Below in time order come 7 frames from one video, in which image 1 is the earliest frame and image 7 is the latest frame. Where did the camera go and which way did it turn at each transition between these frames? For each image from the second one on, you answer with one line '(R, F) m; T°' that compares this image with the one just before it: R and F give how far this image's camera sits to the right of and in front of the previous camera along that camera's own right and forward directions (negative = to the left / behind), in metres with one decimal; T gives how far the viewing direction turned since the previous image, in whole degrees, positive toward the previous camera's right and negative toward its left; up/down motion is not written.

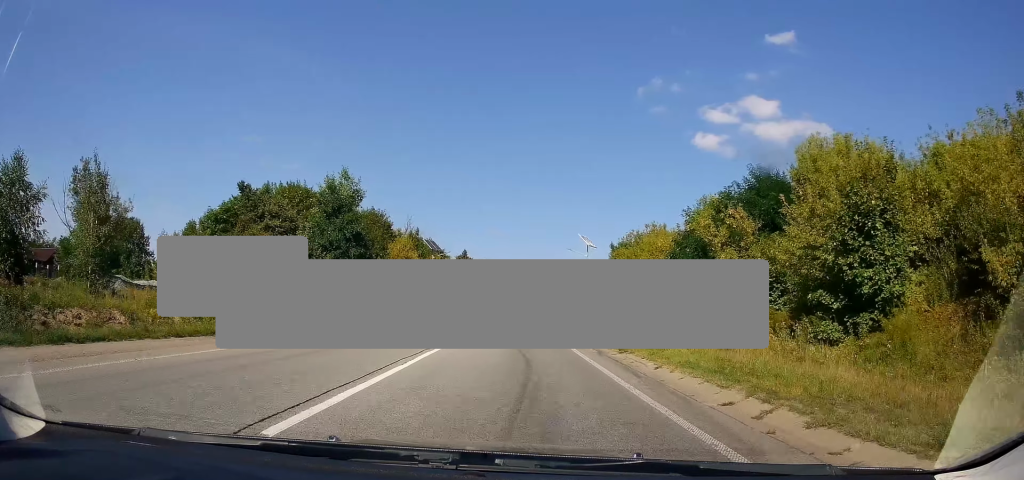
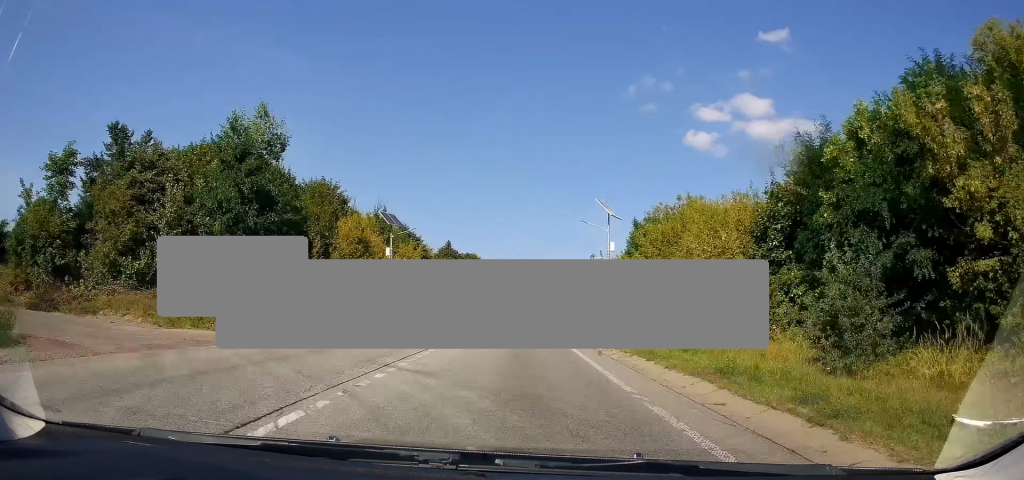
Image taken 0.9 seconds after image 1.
(+0.3, +17.6) m; +1°
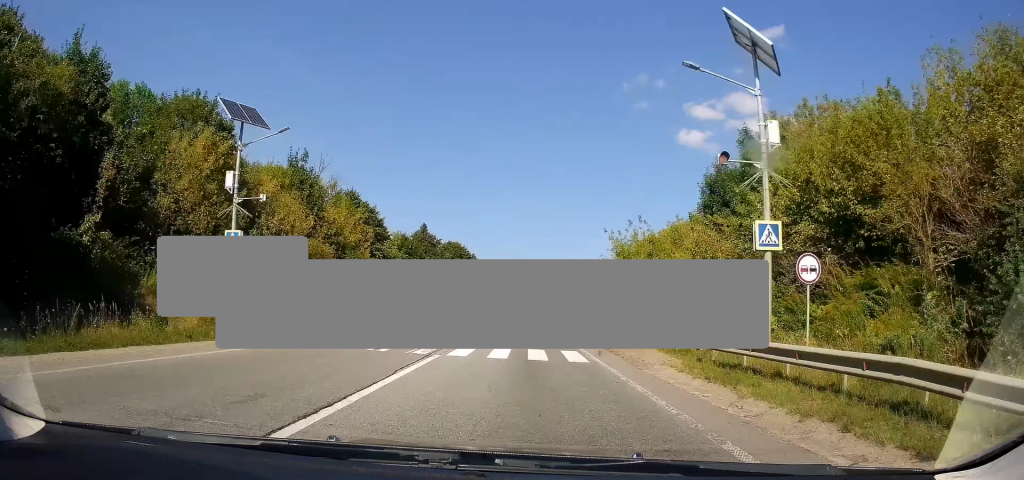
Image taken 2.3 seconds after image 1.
(+0.4, +26.7) m; +1°
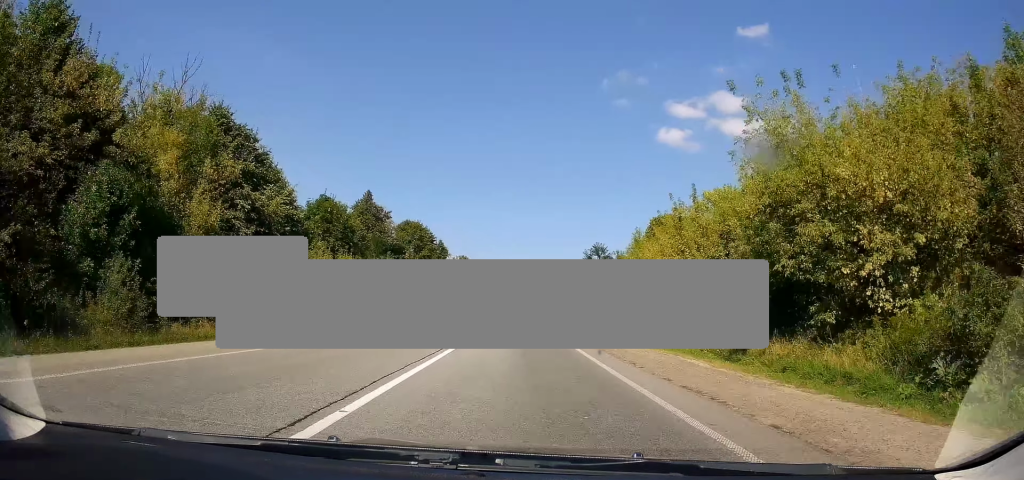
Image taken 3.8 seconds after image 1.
(0.0, +28.6) m; 0°
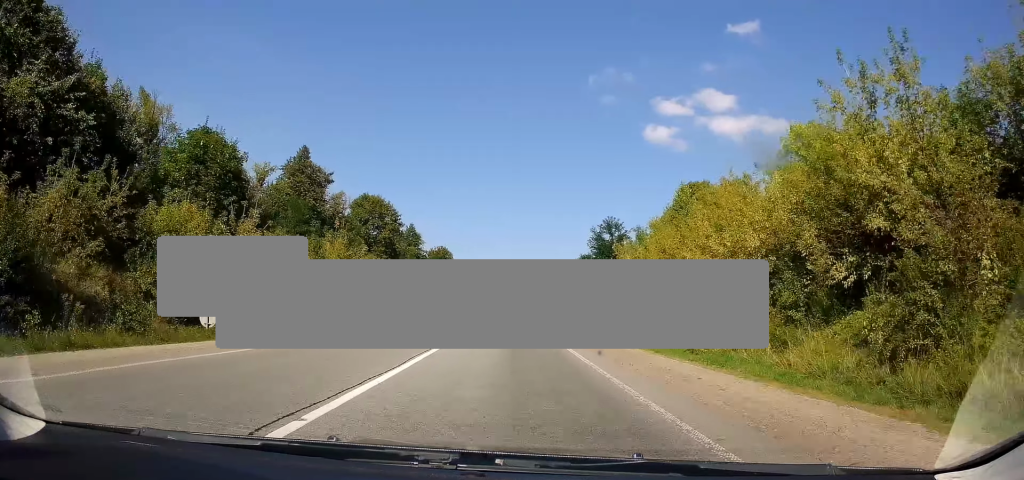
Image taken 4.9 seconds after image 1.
(+0.2, +22.3) m; +1°
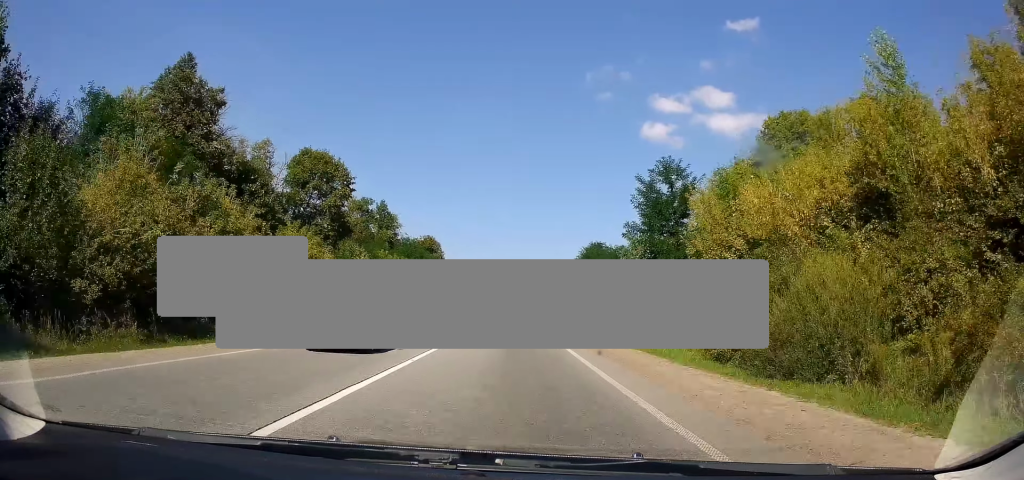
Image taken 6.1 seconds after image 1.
(+0.4, +24.4) m; +2°
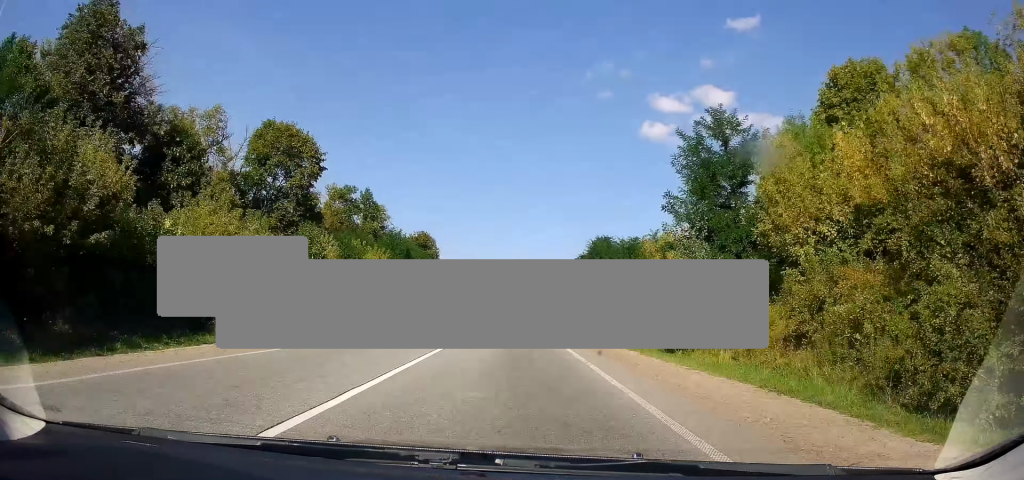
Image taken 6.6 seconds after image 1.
(+0.1, +10.2) m; +1°
